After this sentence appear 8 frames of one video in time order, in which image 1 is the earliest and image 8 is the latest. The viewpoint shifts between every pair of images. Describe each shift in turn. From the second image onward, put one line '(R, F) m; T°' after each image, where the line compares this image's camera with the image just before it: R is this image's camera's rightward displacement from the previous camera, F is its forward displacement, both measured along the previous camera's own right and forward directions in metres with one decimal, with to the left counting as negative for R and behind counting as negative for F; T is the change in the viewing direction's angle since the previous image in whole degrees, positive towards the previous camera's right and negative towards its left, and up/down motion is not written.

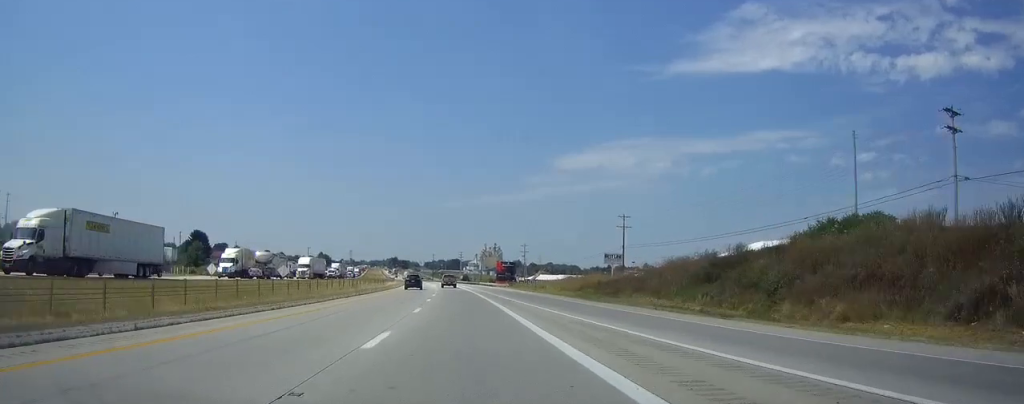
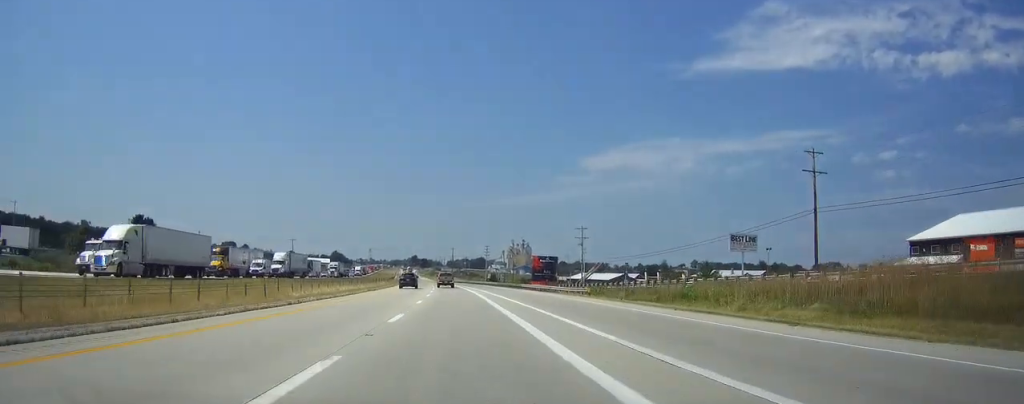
(-1.4, +66.2) m; -2°
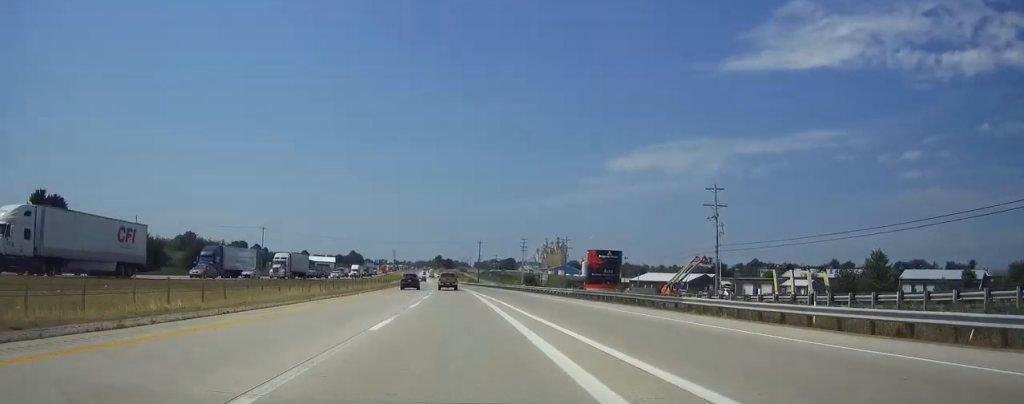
(-0.9, +64.9) m; -2°
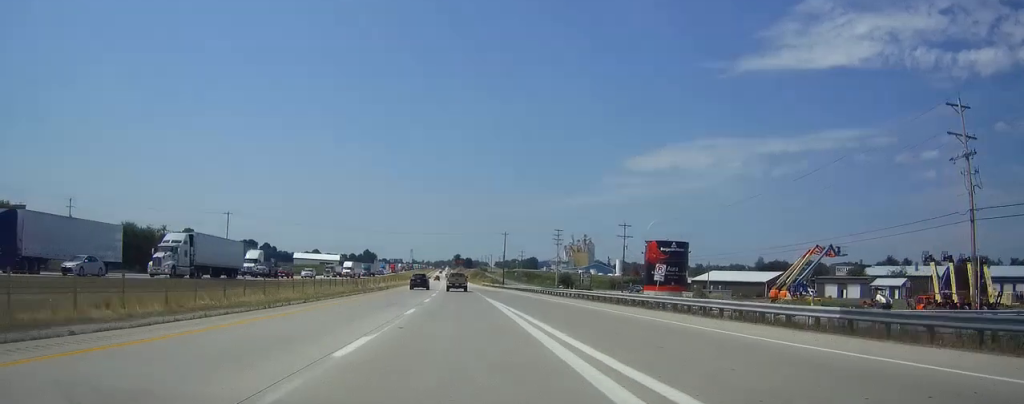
(-0.9, +41.2) m; -2°
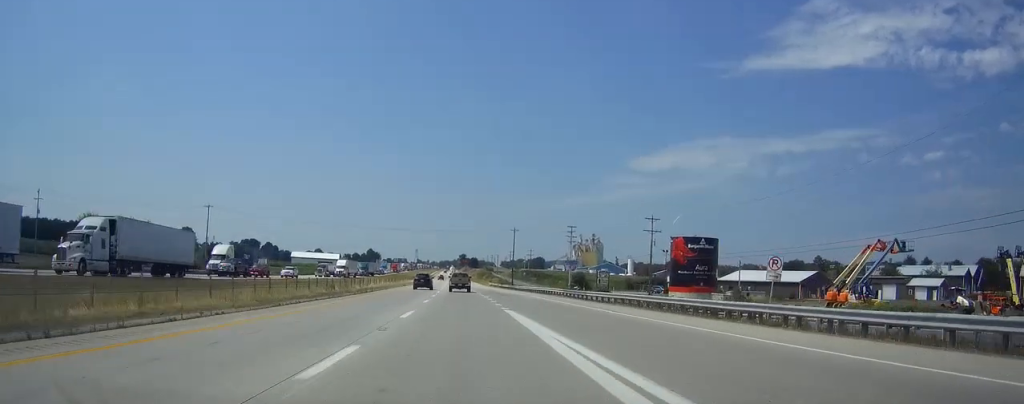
(0.0, +14.4) m; 0°
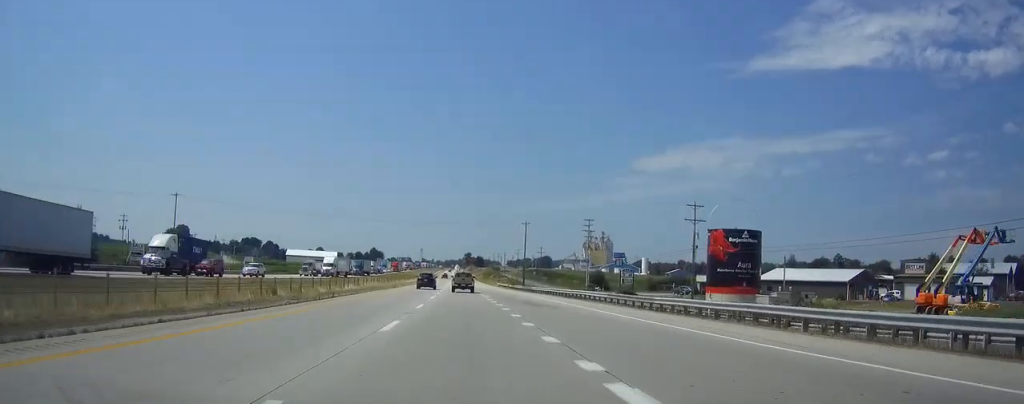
(-0.1, +17.7) m; 0°
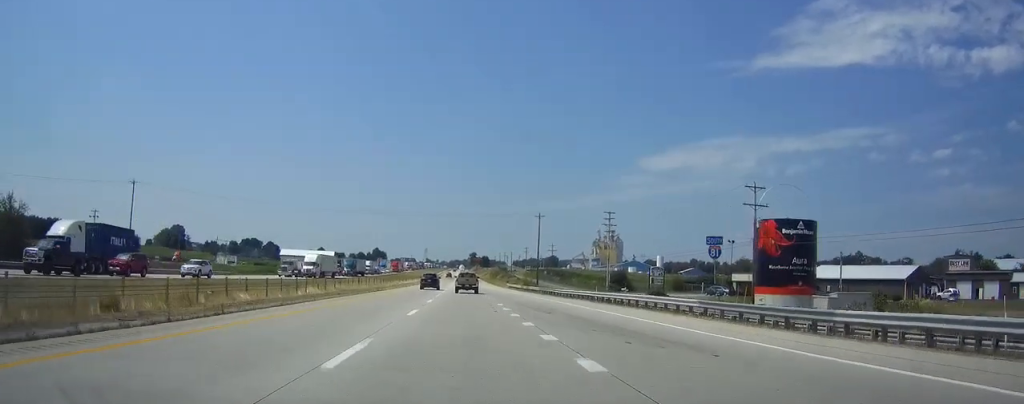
(0.0, +17.7) m; 0°
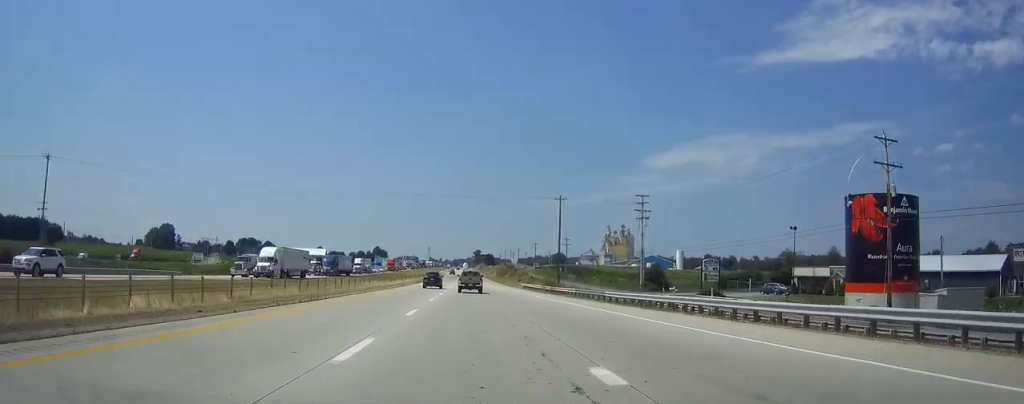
(-0.3, +24.2) m; -1°
